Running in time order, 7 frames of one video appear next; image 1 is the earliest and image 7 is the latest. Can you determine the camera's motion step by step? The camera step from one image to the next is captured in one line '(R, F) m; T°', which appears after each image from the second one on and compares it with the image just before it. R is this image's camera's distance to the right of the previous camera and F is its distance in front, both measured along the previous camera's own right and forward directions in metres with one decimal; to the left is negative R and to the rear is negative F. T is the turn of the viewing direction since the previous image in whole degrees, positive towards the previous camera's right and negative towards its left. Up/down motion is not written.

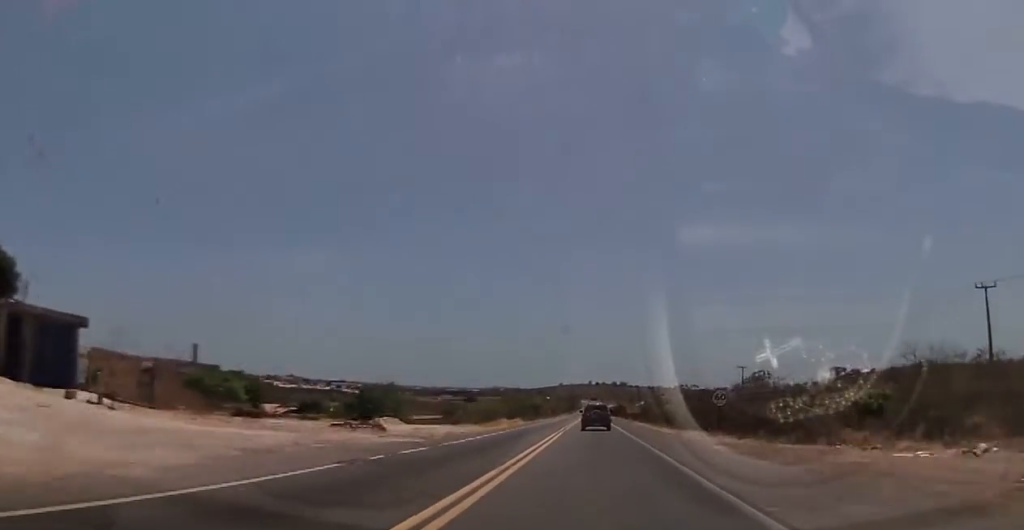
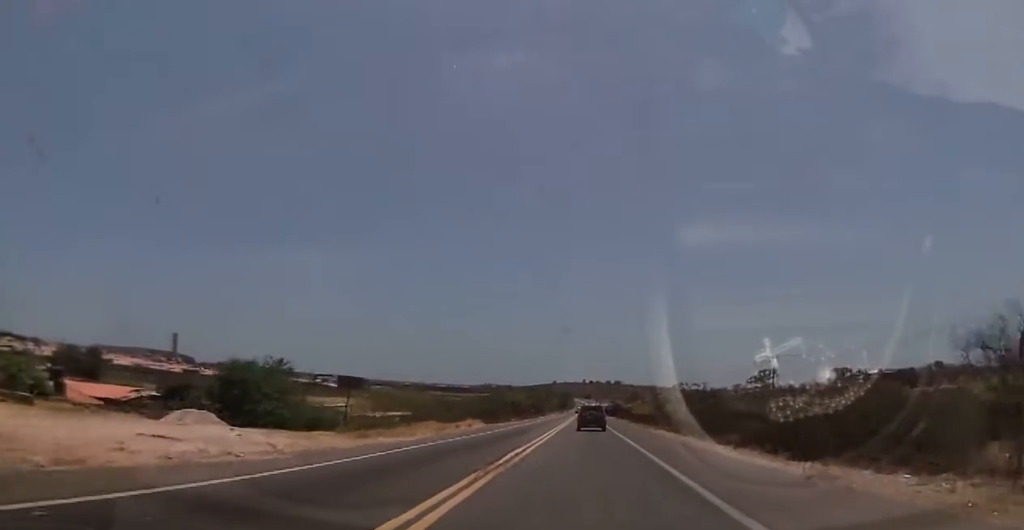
(+0.3, +27.5) m; +2°
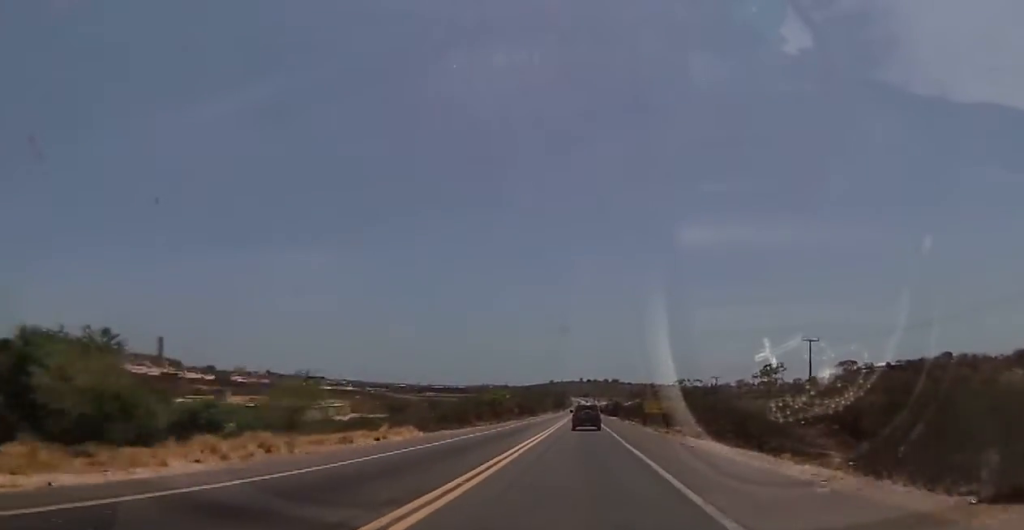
(+0.3, +20.0) m; +1°
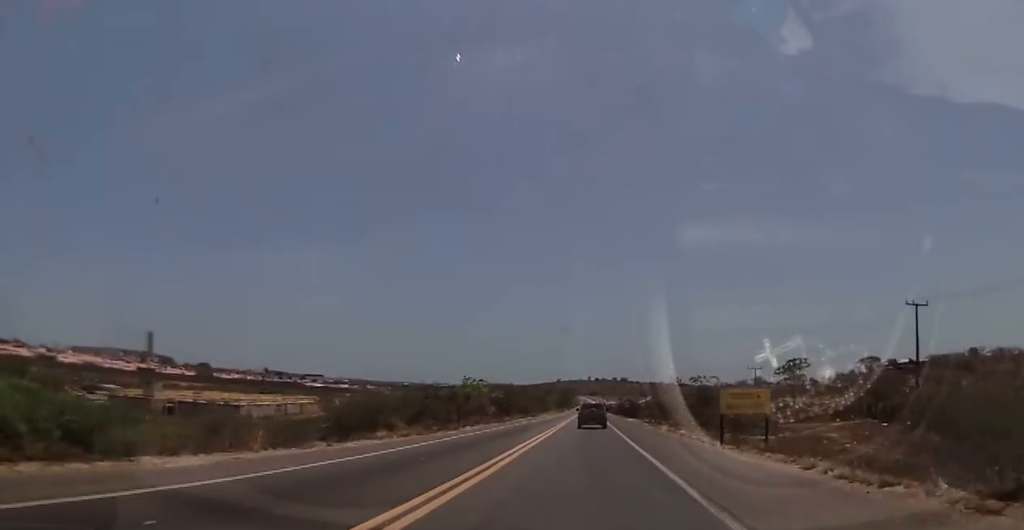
(-0.4, +29.0) m; -1°
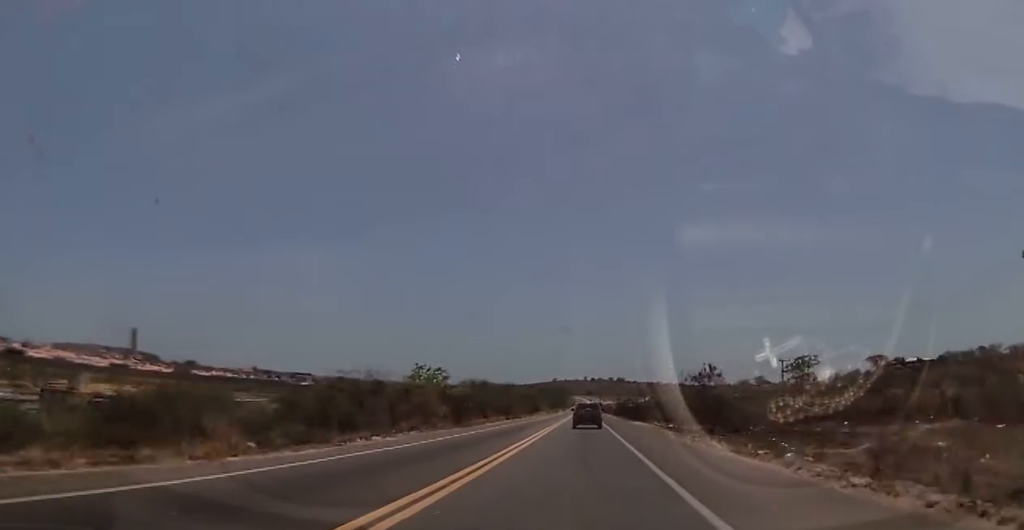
(0.0, +19.6) m; 0°
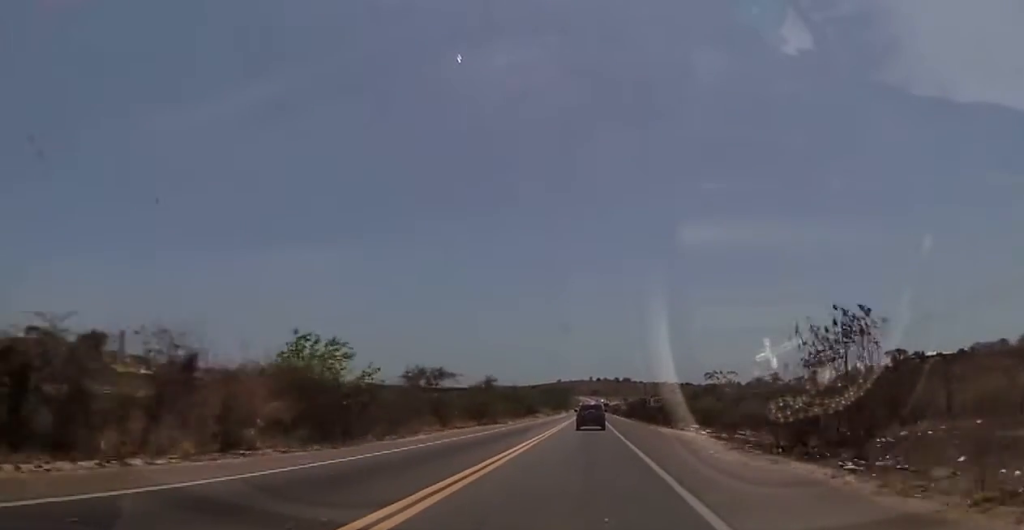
(+0.1, +24.4) m; -1°
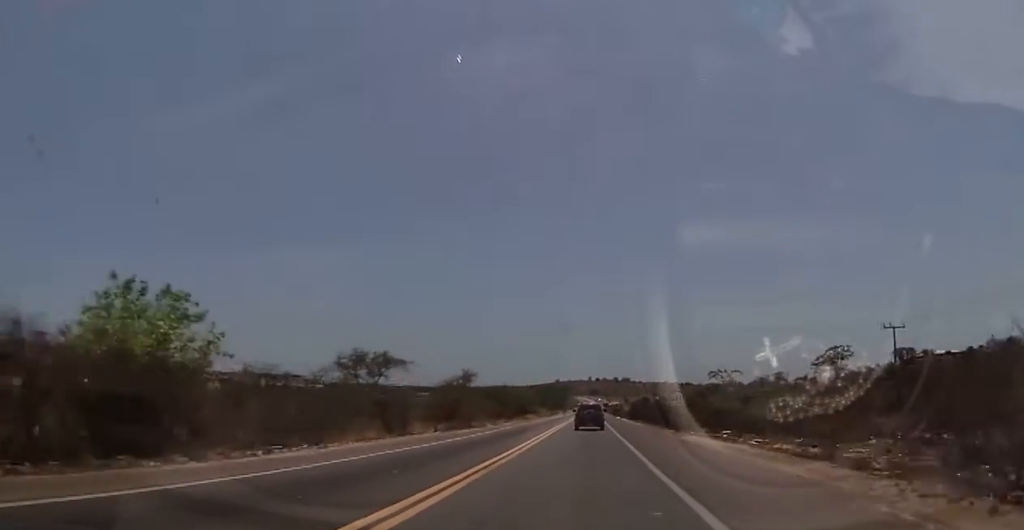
(-0.2, +13.8) m; -1°
